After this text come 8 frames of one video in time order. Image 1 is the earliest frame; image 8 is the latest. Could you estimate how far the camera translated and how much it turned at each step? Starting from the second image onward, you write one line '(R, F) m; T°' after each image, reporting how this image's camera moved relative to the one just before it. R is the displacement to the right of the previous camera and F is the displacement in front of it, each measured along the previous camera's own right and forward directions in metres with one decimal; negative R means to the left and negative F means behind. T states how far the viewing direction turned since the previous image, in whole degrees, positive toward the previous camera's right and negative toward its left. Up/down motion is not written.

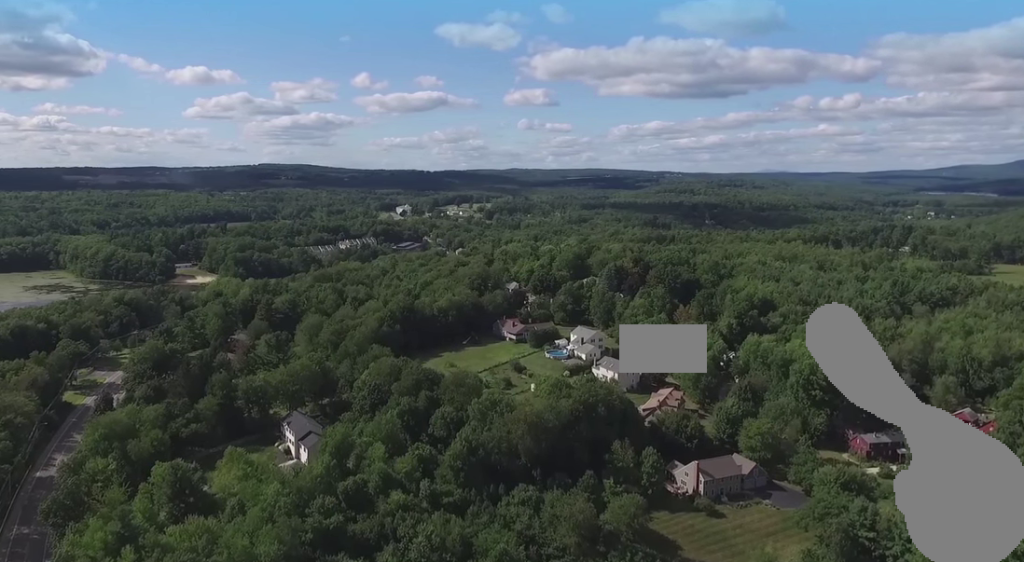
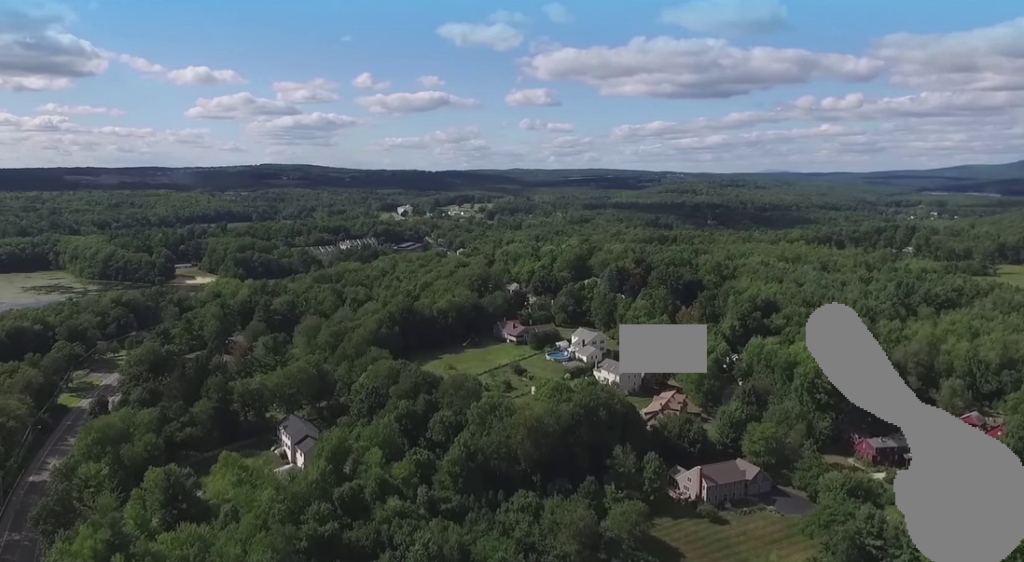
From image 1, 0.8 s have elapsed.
(0.0, +3.2) m; -2°
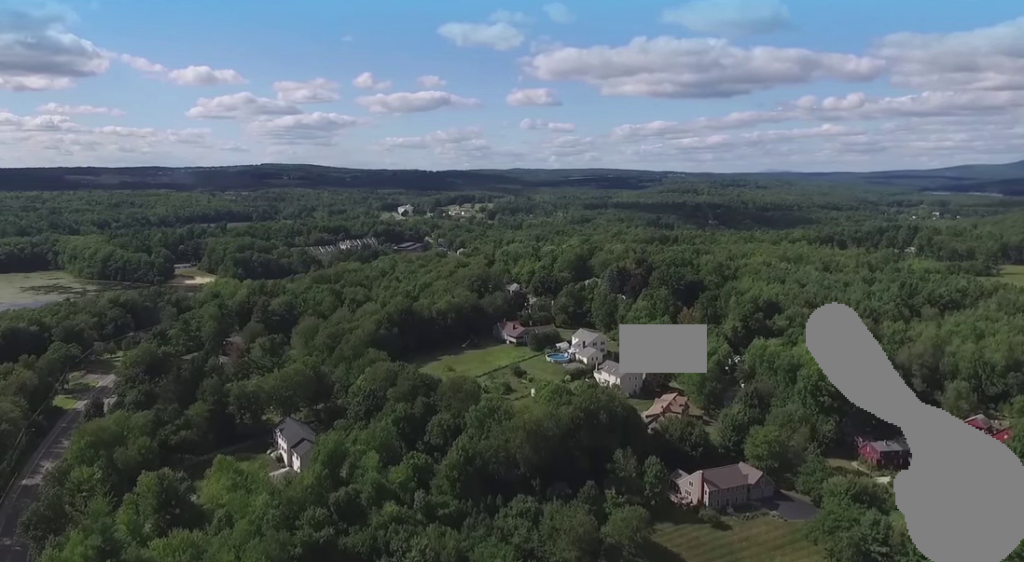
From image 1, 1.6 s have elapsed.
(0.0, +2.7) m; -1°
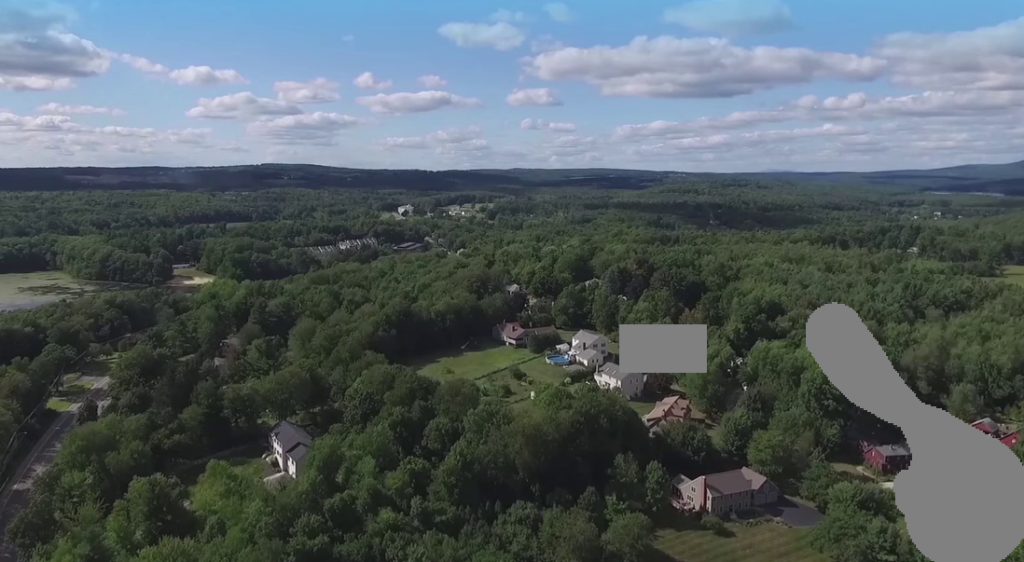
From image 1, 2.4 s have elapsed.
(-0.1, +3.3) m; -1°
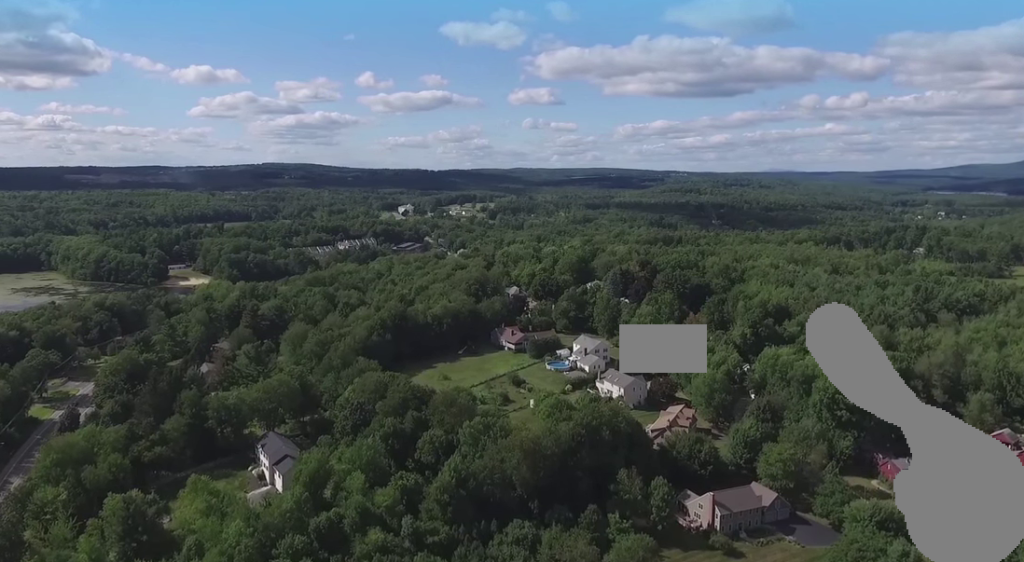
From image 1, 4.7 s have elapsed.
(+0.2, +9.5) m; +2°
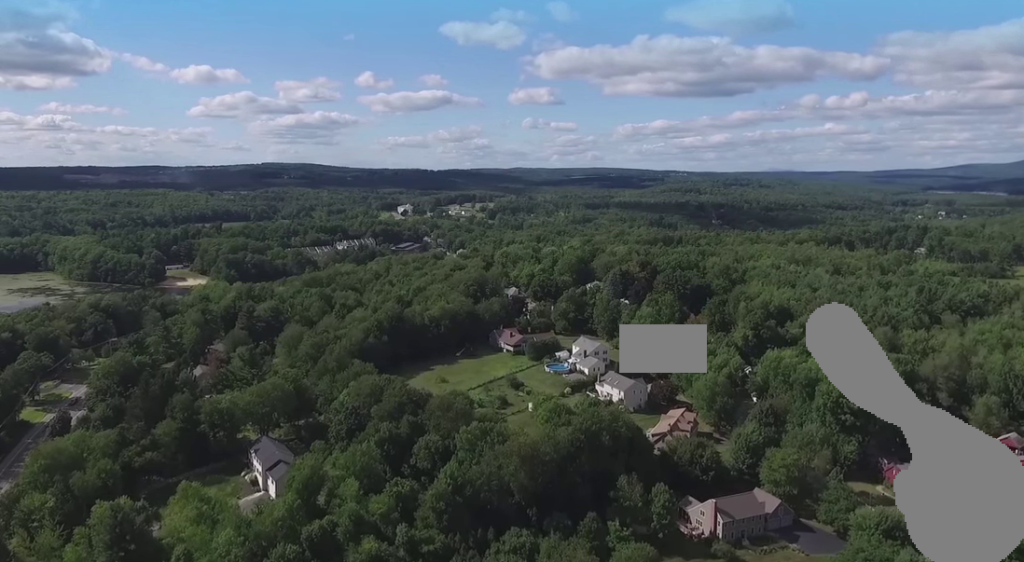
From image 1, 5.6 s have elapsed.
(0.0, +3.6) m; -1°
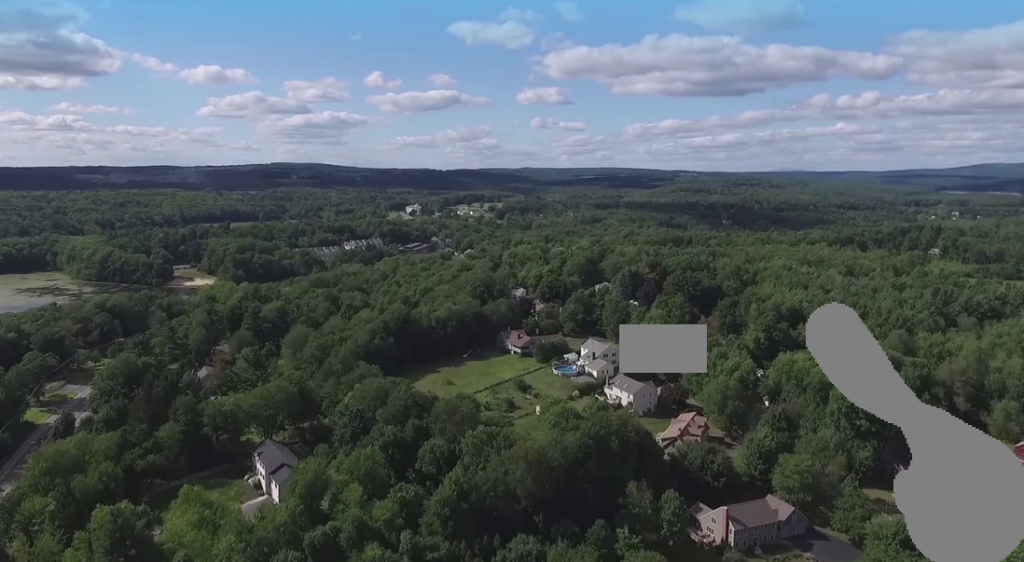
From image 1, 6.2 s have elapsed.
(0.0, +2.8) m; -1°
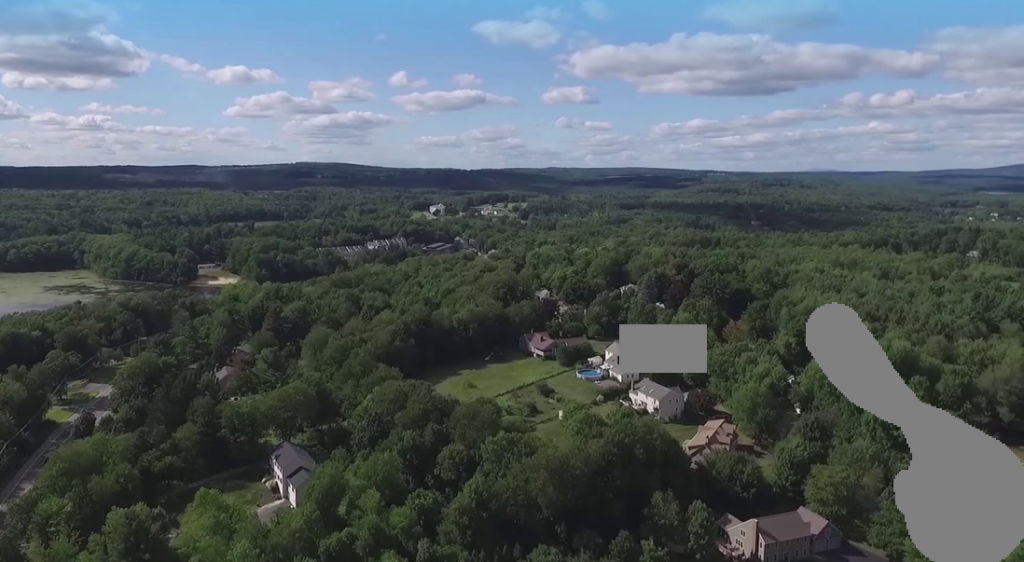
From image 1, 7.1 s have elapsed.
(-0.1, +4.0) m; -2°
